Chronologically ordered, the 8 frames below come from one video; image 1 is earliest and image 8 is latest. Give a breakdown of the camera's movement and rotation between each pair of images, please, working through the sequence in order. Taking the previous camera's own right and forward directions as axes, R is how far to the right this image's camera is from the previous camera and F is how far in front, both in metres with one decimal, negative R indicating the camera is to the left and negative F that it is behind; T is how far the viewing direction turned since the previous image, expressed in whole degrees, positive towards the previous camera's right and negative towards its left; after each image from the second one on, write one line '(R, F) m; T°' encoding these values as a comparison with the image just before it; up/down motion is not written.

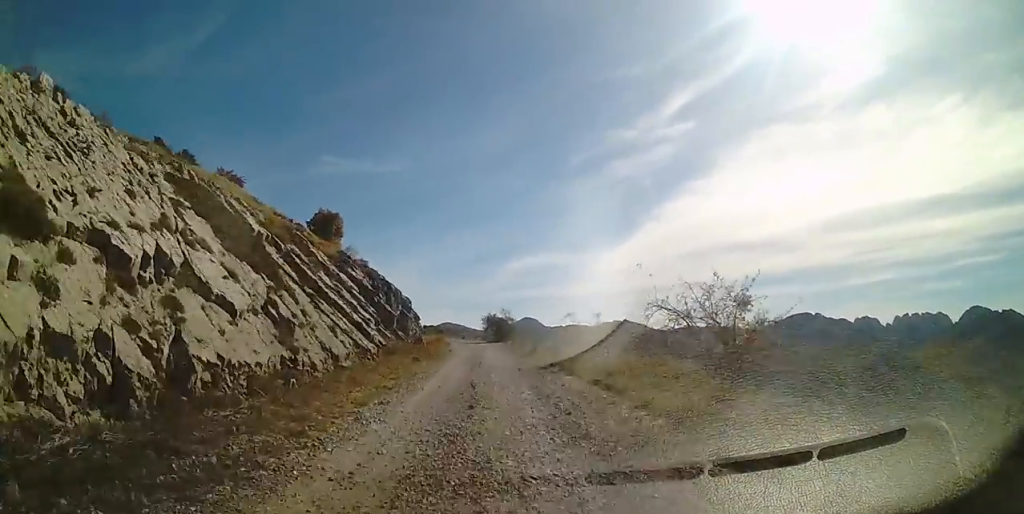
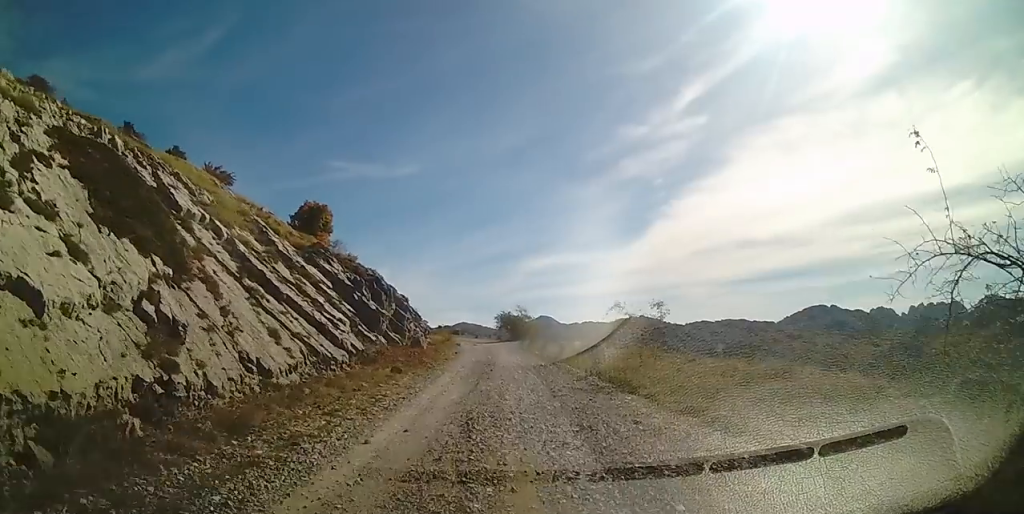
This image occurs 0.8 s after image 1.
(-0.1, +6.1) m; -2°
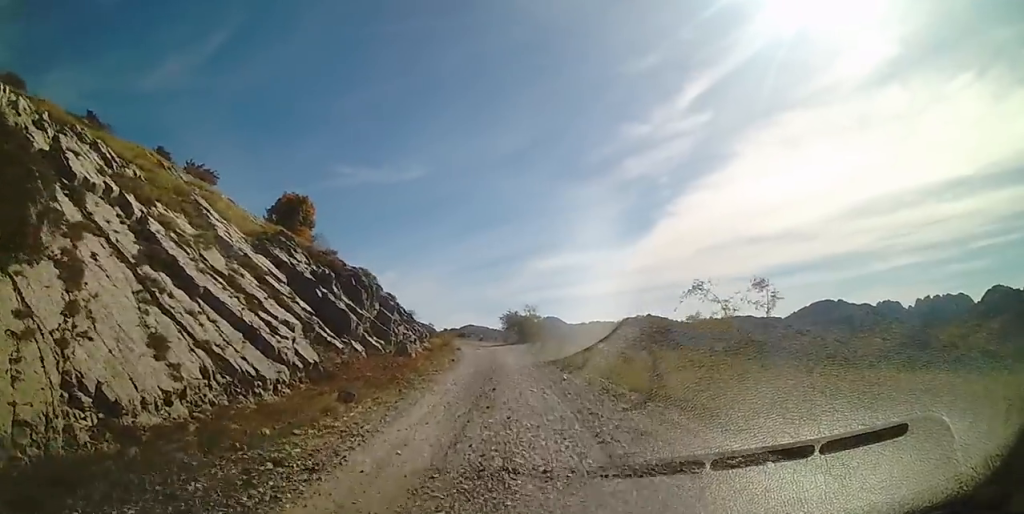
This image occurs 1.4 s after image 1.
(0.0, +5.1) m; -2°
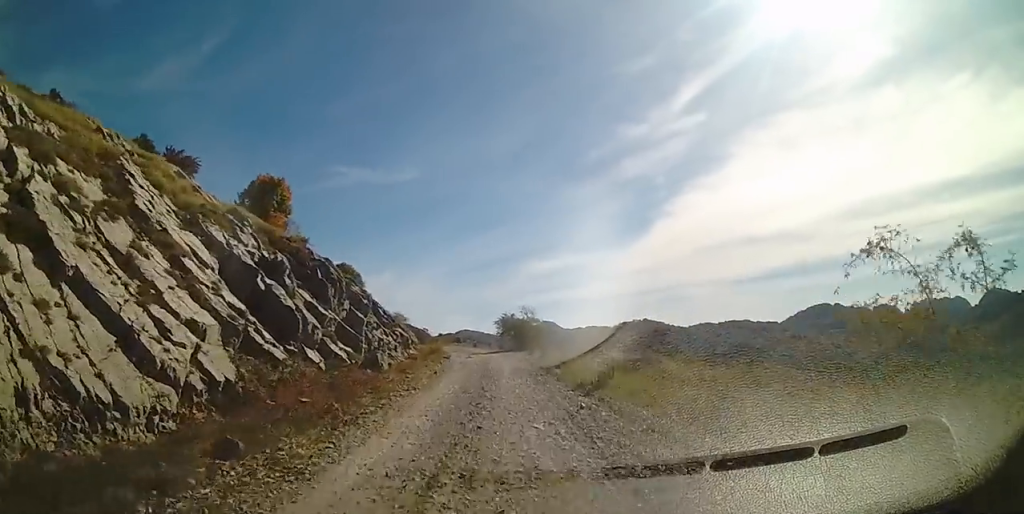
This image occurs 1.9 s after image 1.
(-0.1, +3.9) m; 0°
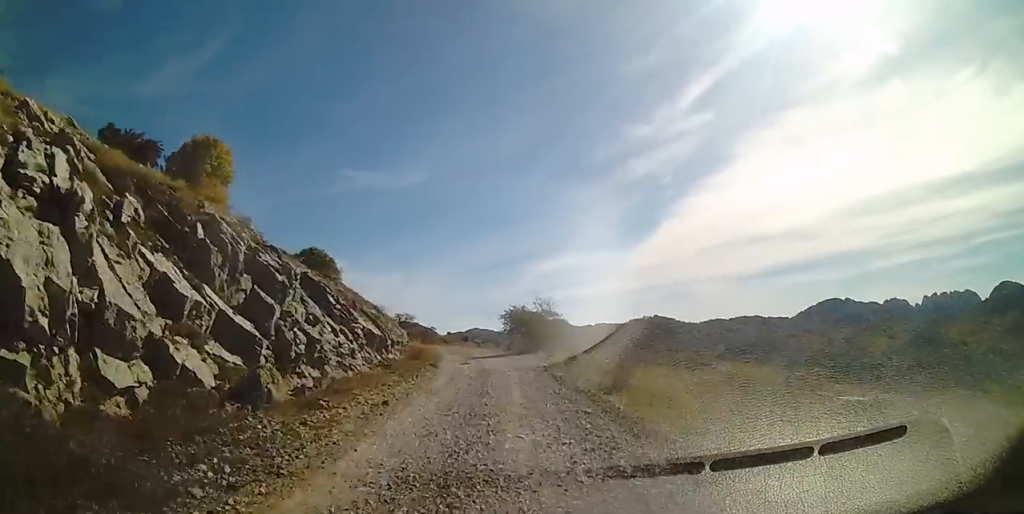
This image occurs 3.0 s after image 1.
(+0.1, +8.4) m; 0°
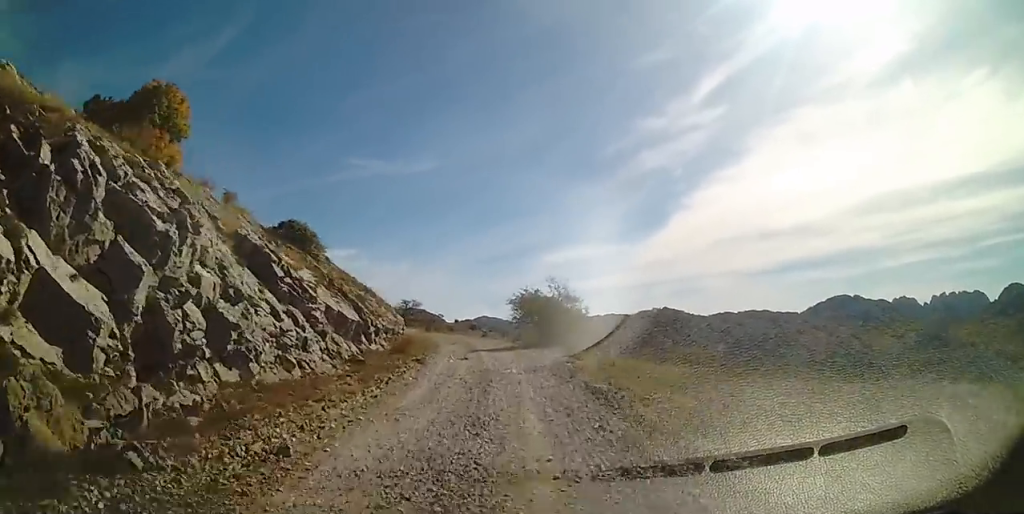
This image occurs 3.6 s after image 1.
(0.0, +5.0) m; -1°
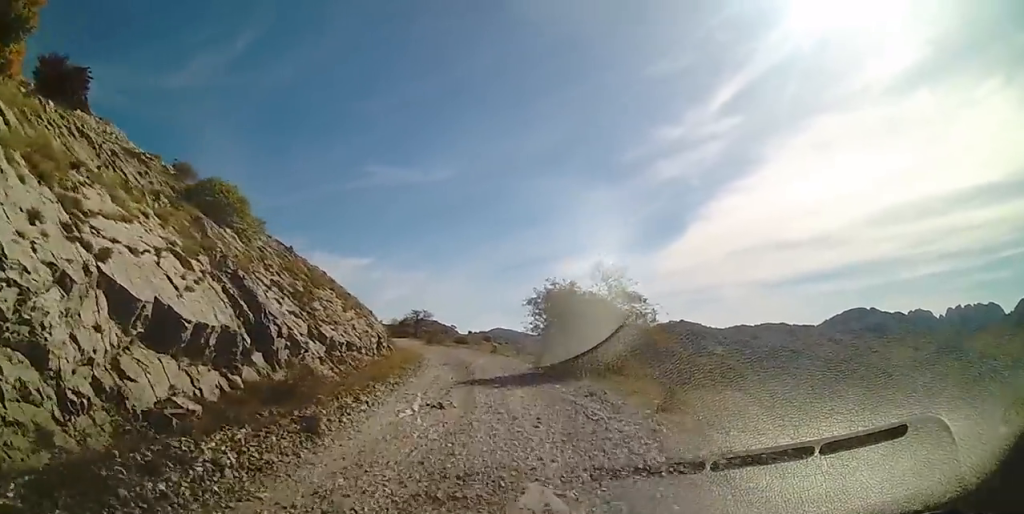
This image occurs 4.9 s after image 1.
(-0.4, +9.9) m; -3°
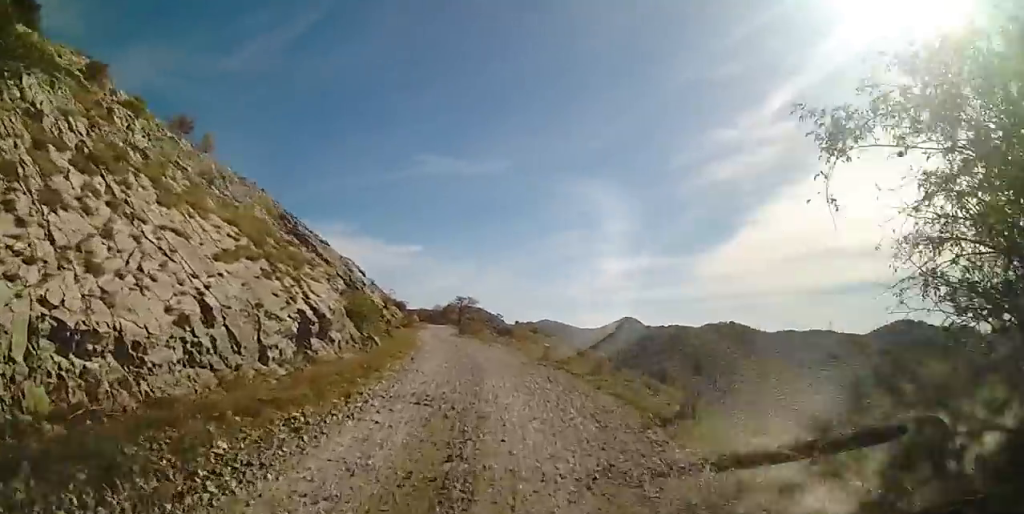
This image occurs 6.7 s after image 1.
(-0.2, +14.6) m; -1°
